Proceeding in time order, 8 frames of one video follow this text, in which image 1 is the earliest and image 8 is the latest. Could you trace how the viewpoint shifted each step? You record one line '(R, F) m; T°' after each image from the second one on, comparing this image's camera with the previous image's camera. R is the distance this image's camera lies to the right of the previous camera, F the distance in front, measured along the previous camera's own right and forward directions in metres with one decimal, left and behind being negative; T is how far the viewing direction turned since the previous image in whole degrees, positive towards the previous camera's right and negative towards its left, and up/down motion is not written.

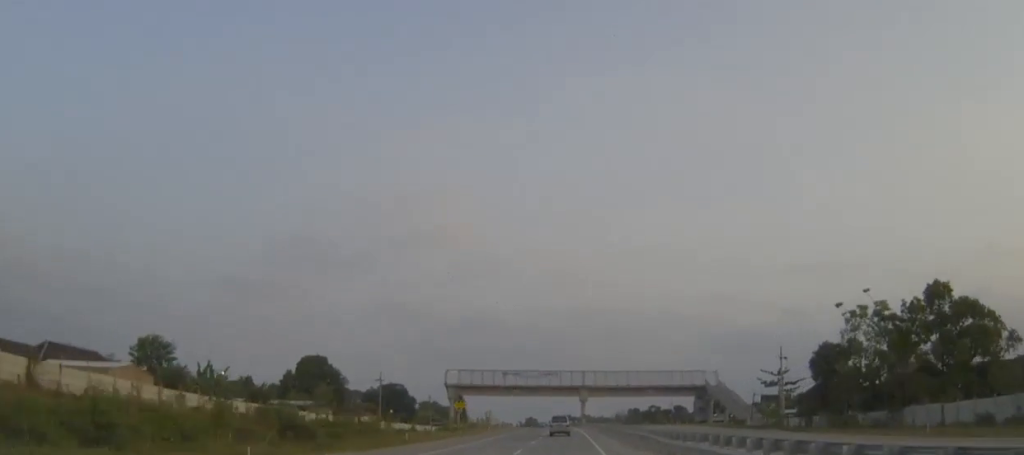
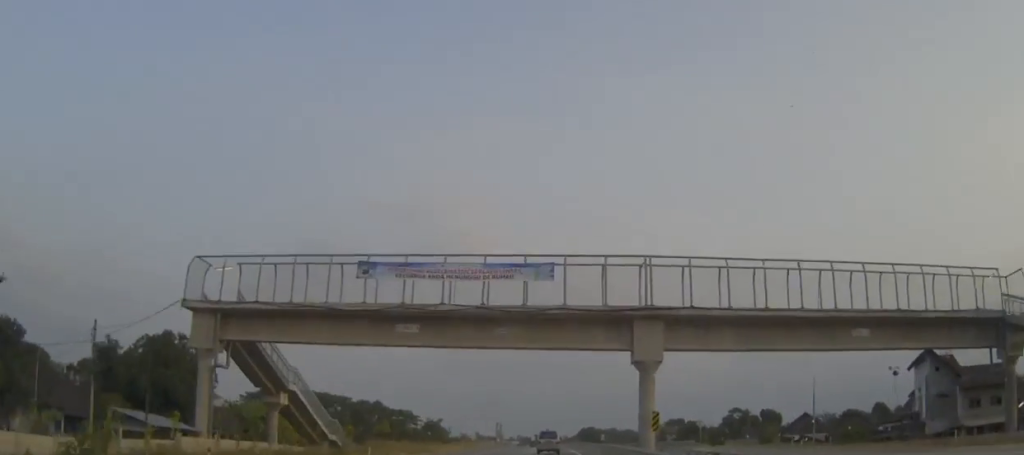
(-0.9, +100.8) m; -2°
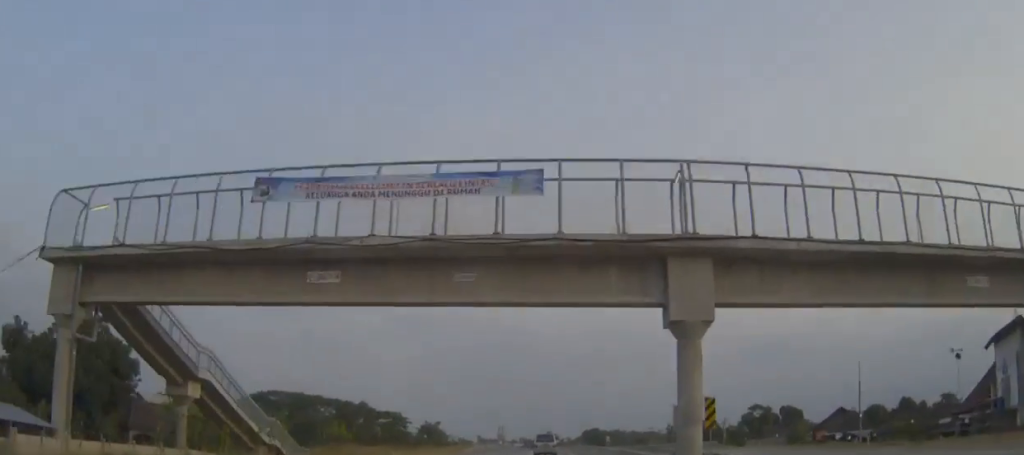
(-0.1, +13.9) m; 0°
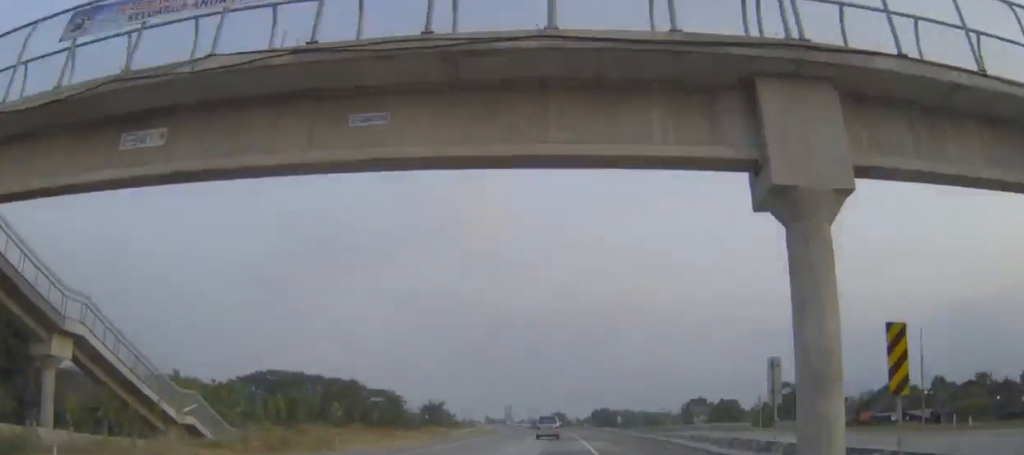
(-0.1, +12.9) m; 0°
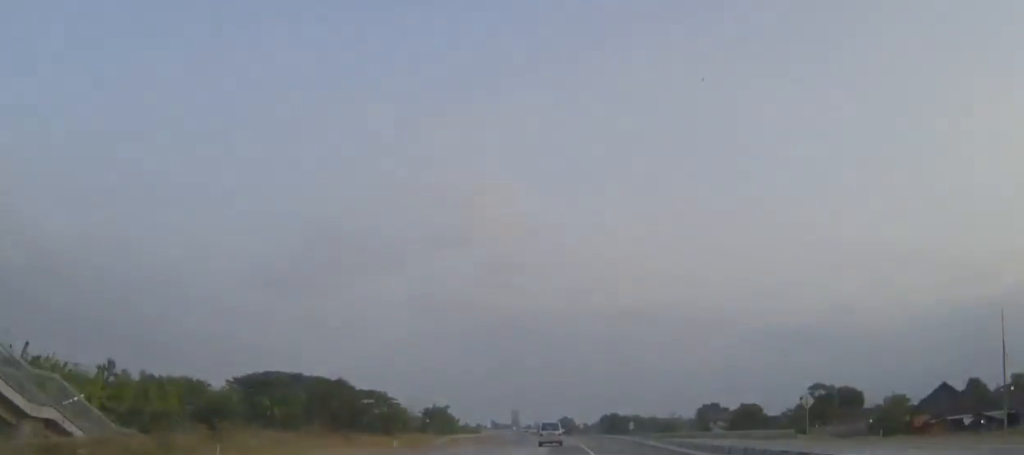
(0.0, +12.8) m; 0°
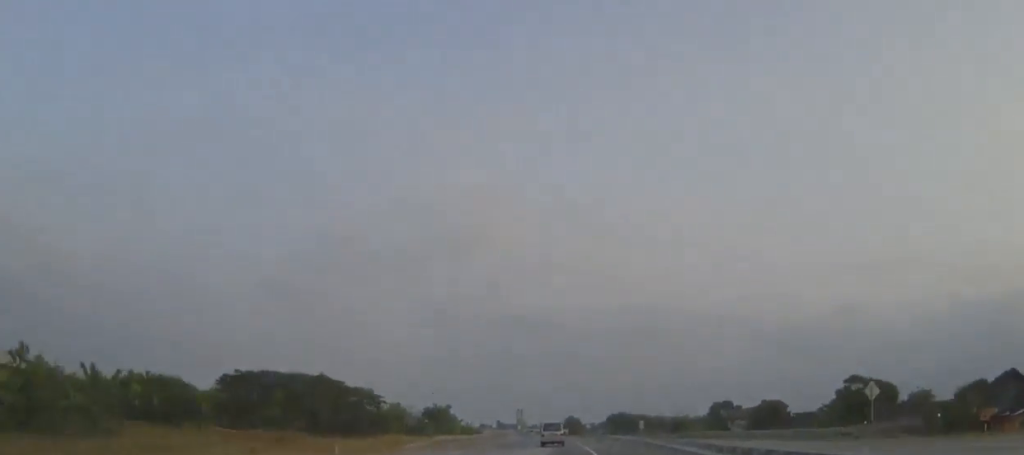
(+0.1, +12.7) m; 0°
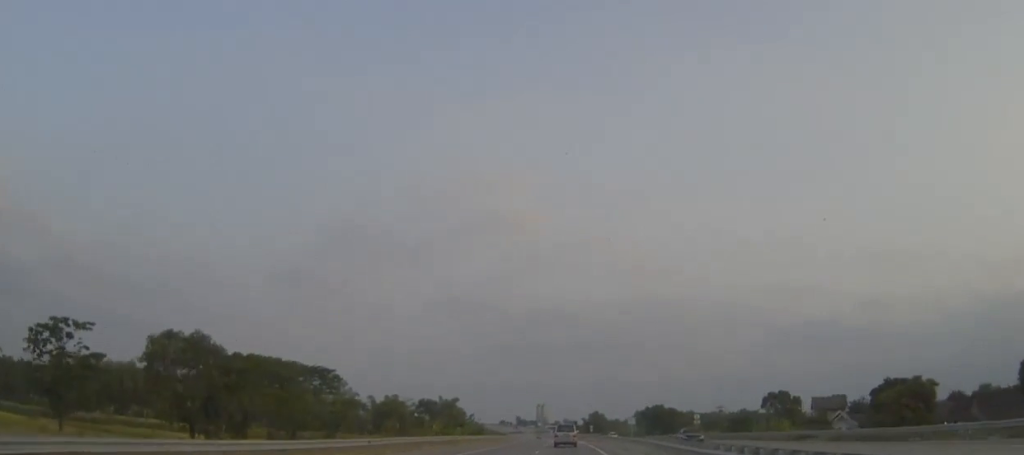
(-1.1, +48.0) m; -3°
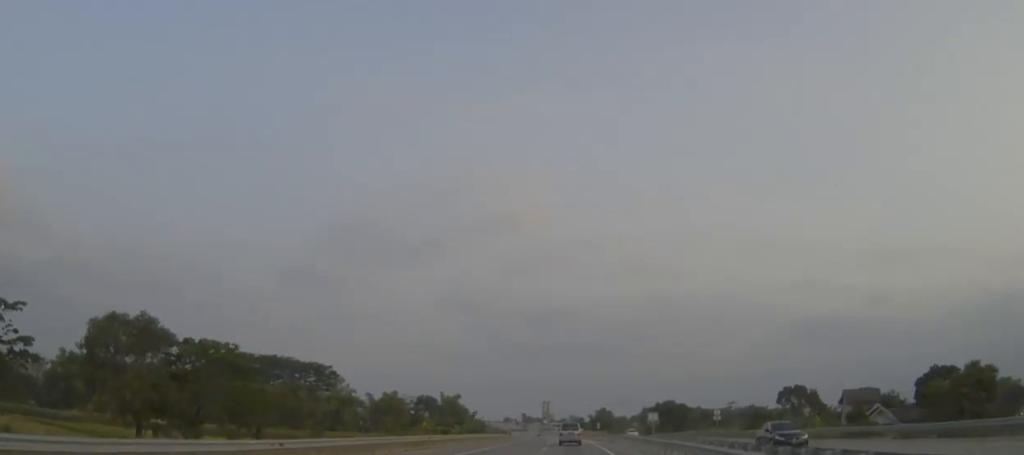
(0.0, +11.8) m; -1°
